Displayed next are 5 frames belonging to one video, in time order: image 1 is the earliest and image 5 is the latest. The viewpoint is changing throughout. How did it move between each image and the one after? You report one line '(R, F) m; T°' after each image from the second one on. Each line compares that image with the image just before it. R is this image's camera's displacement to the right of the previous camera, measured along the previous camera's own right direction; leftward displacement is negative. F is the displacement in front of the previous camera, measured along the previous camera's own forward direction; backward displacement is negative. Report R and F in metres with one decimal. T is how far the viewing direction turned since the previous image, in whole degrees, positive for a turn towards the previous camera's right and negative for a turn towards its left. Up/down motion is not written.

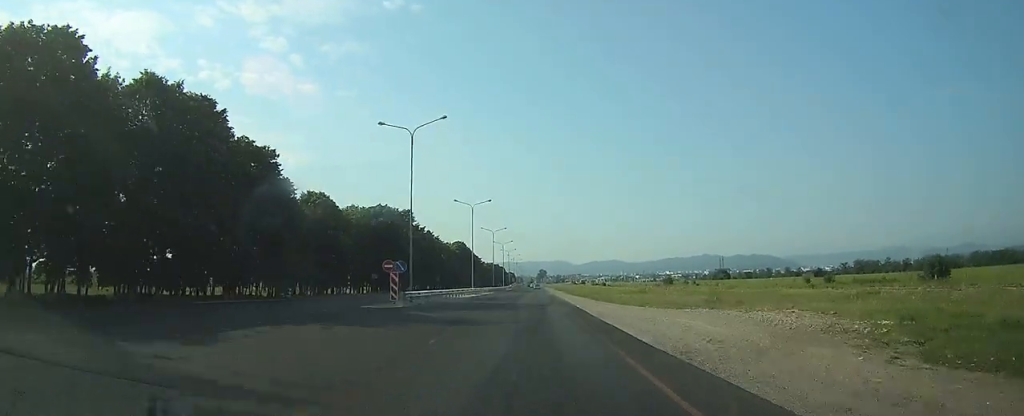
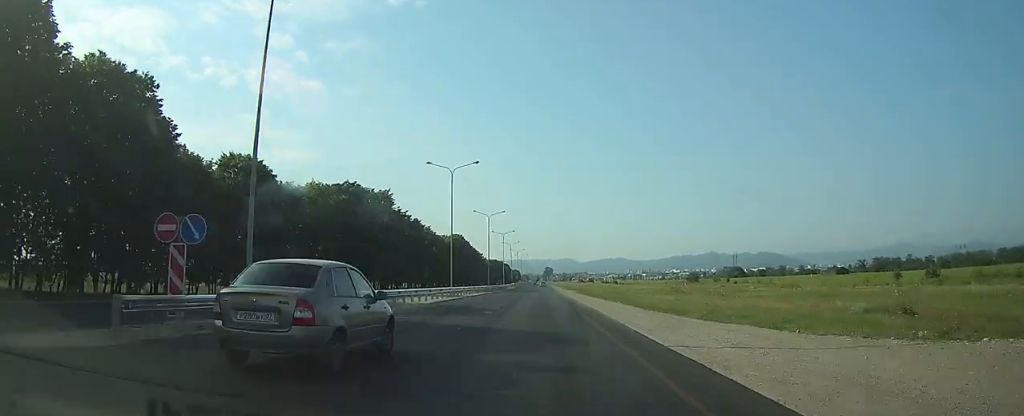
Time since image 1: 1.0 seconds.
(0.0, +22.6) m; 0°
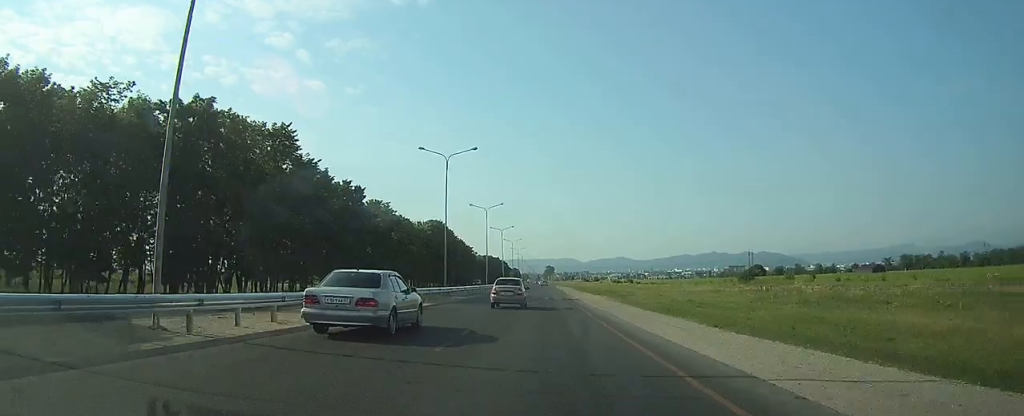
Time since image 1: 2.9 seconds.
(-0.1, +41.5) m; 0°
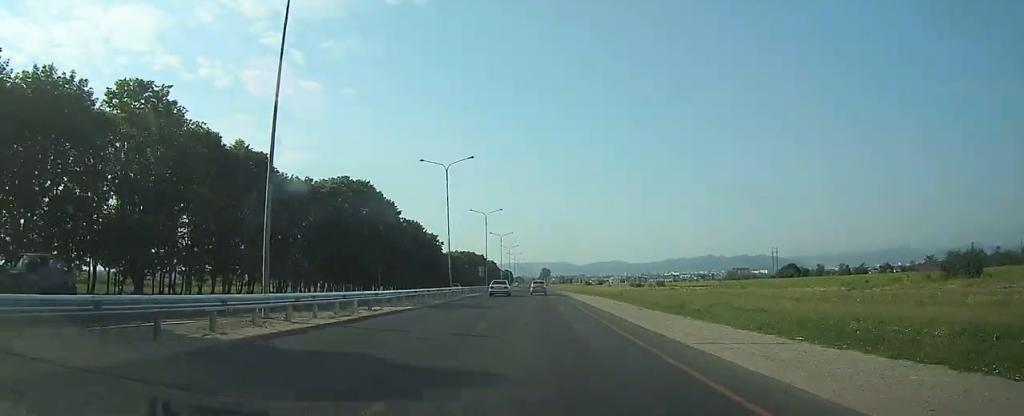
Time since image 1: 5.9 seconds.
(-0.2, +66.6) m; 0°
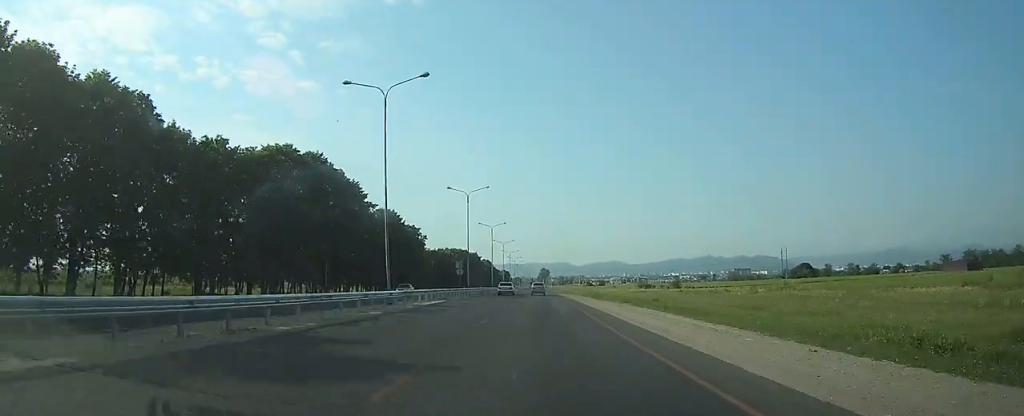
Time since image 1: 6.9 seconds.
(+0.2, +21.0) m; 0°
